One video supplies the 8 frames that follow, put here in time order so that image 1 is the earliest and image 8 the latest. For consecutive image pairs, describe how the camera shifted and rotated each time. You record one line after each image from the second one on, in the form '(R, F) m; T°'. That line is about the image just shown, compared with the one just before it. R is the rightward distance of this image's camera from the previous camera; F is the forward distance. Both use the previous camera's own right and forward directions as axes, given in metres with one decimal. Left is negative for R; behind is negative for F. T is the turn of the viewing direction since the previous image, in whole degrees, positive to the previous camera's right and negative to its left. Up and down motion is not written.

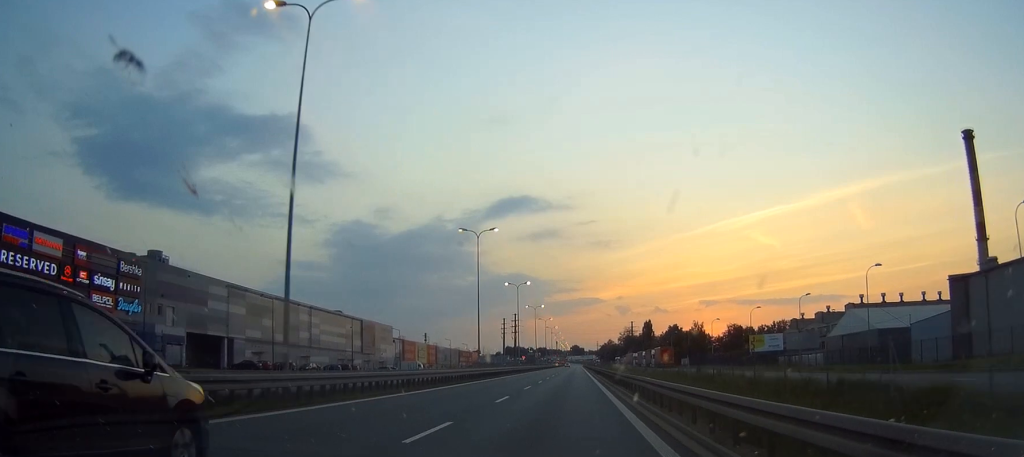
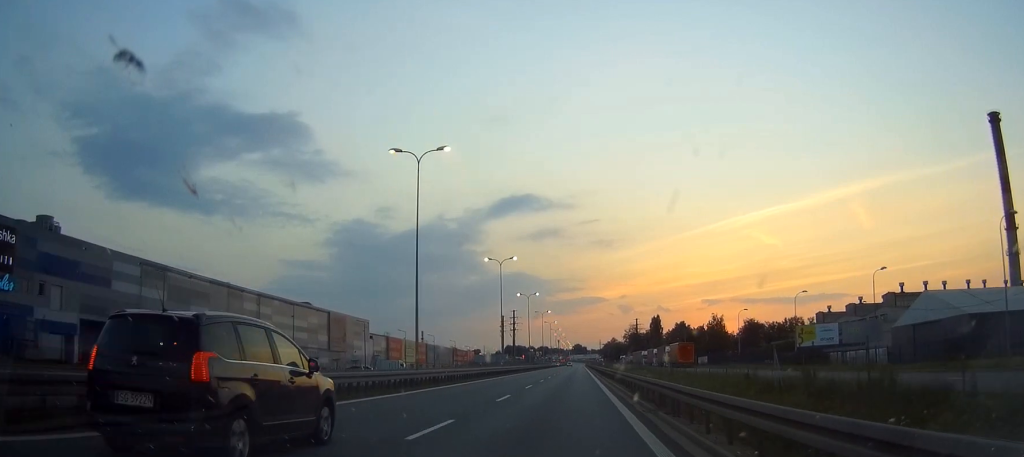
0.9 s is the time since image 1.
(0.0, +16.0) m; 0°
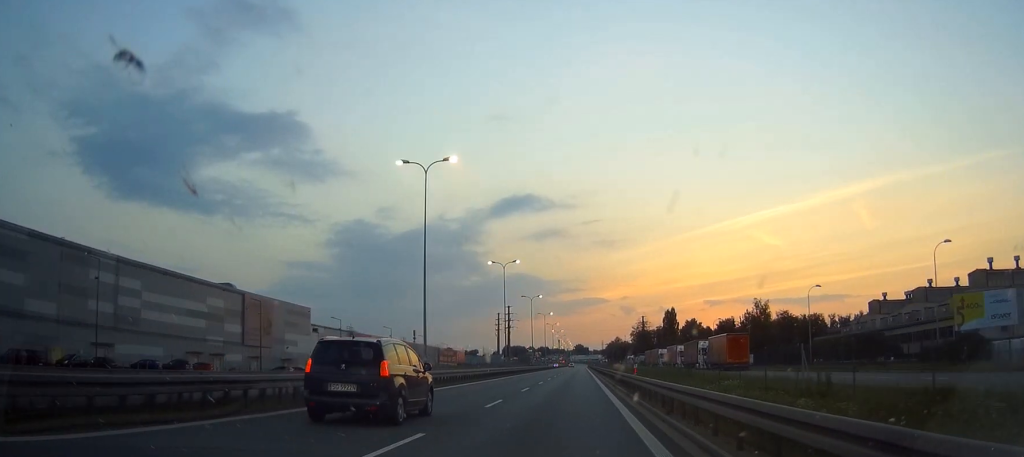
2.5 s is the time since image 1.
(0.0, +26.2) m; 0°
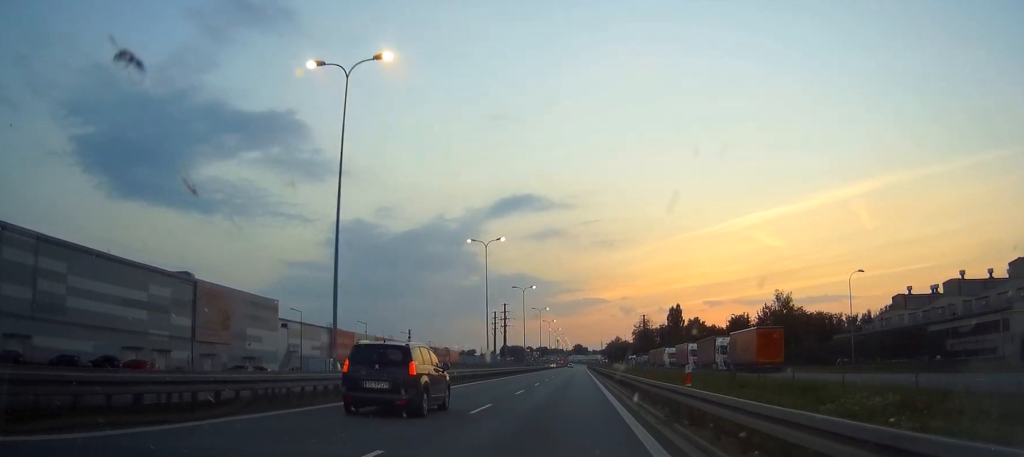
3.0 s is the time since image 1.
(0.0, +9.7) m; 0°
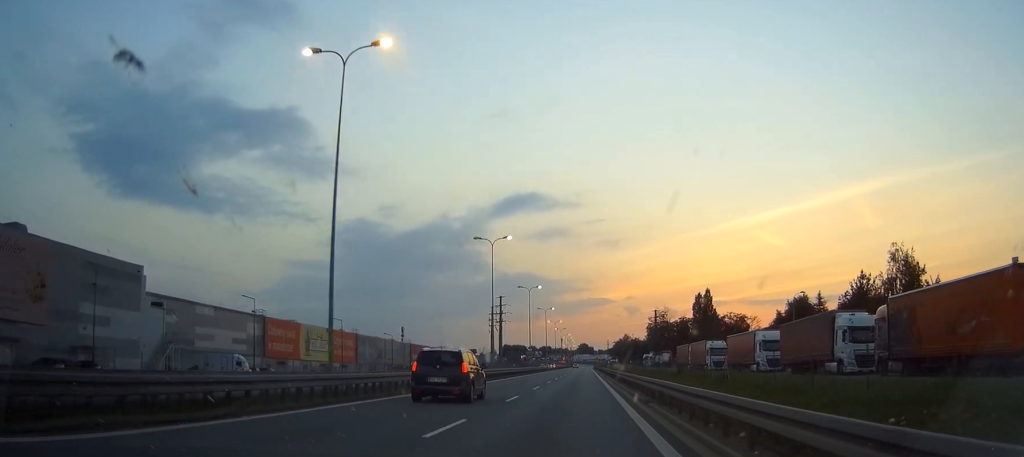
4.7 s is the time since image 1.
(0.0, +27.9) m; 0°
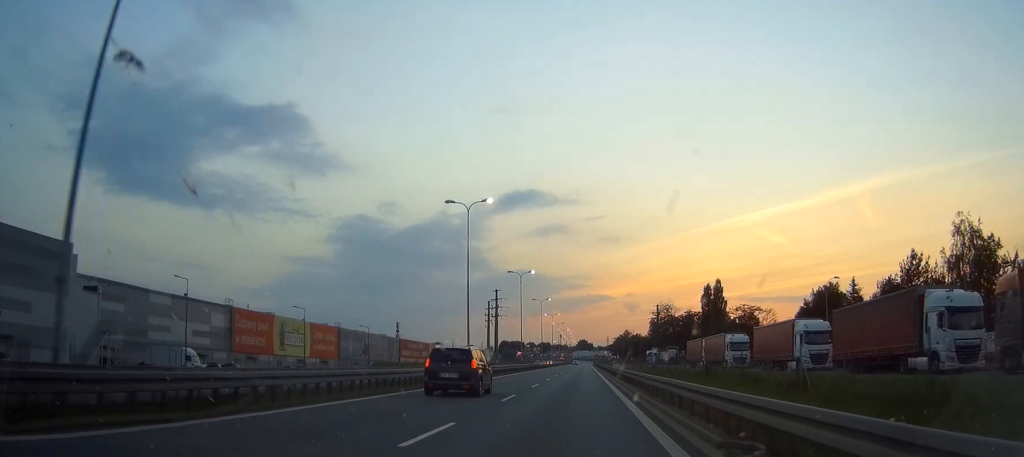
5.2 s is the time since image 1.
(0.0, +9.1) m; 0°
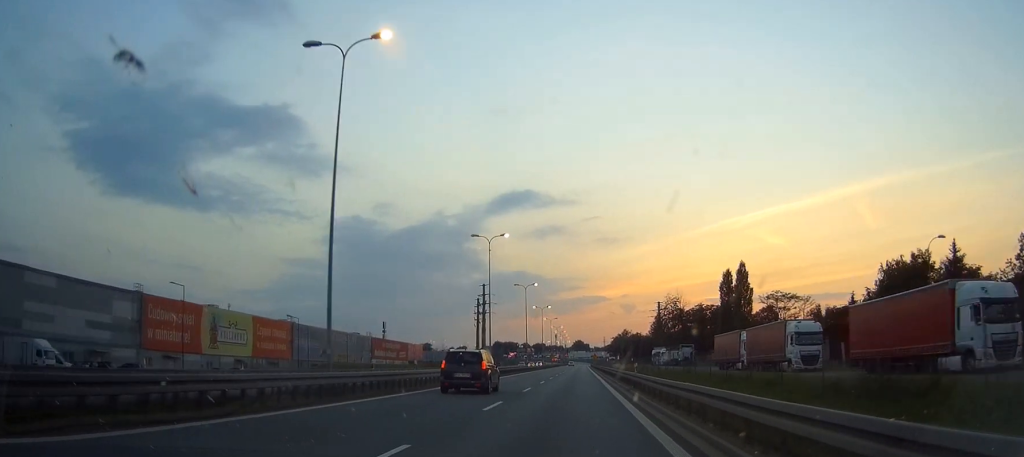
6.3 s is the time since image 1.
(0.0, +18.2) m; 0°
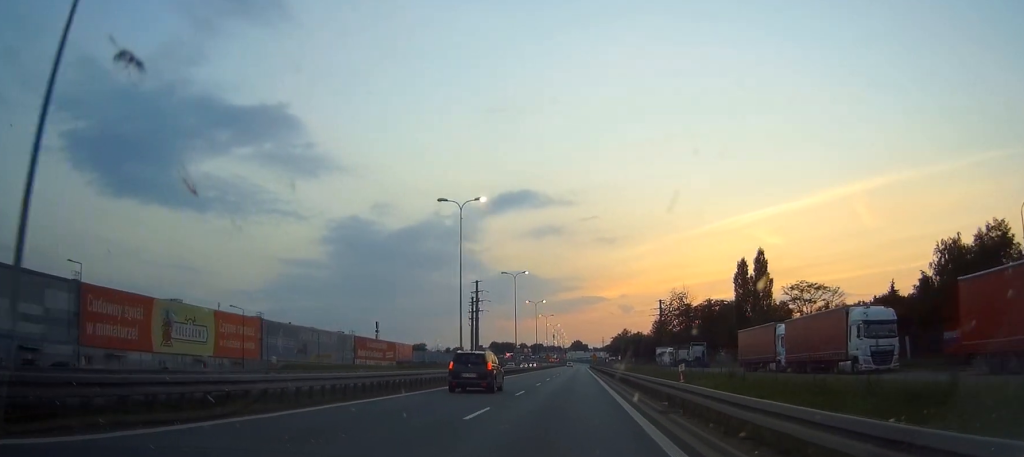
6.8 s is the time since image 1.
(0.0, +9.7) m; 0°
